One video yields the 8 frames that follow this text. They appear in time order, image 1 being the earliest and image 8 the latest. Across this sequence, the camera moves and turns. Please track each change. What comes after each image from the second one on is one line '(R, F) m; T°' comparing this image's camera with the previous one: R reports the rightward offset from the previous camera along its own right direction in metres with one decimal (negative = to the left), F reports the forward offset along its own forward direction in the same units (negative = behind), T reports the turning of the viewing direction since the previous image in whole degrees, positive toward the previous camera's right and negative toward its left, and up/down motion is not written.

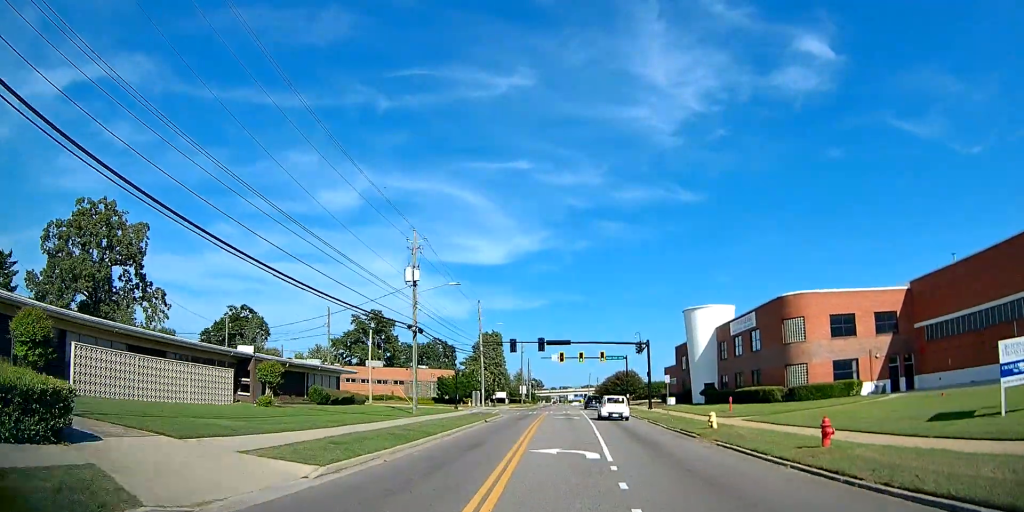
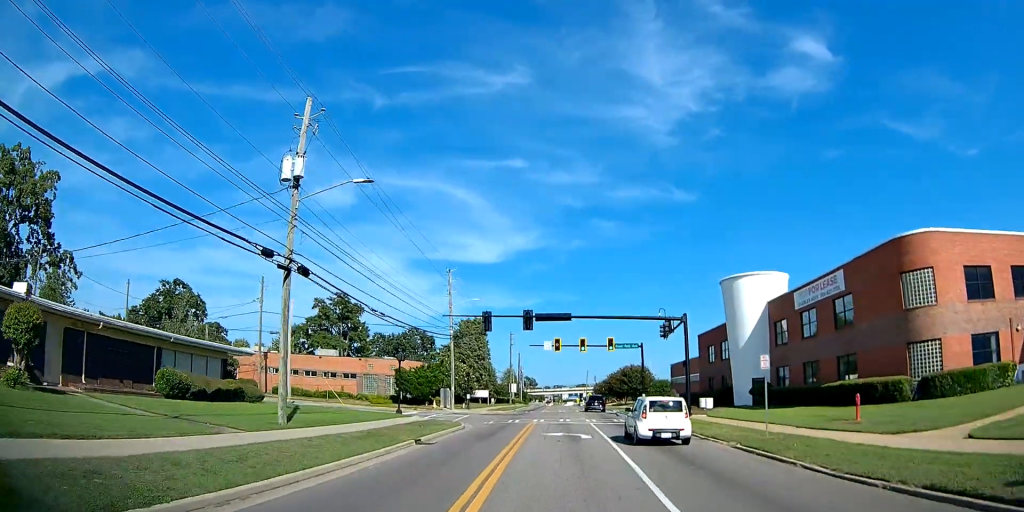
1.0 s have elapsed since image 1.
(+0.2, +17.0) m; 0°
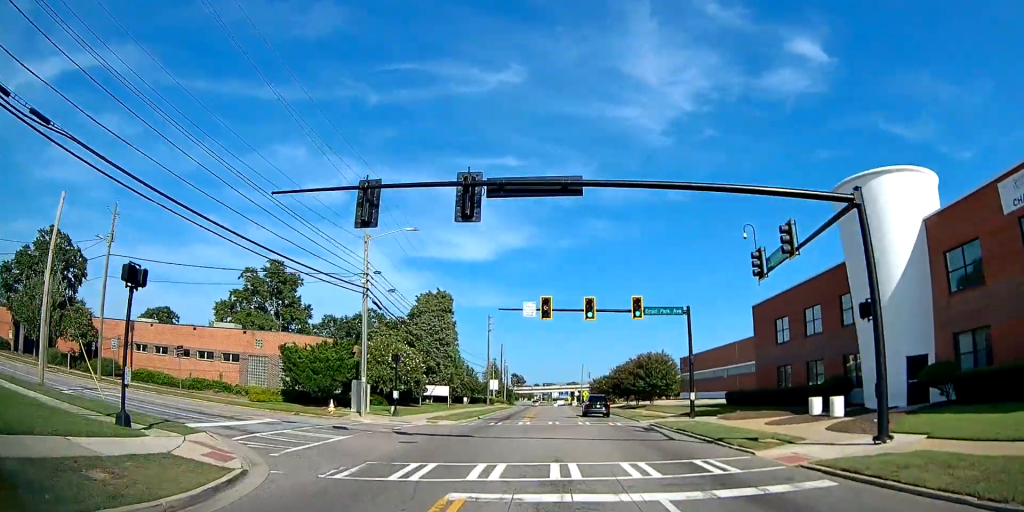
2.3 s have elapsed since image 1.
(-0.2, +23.5) m; 0°
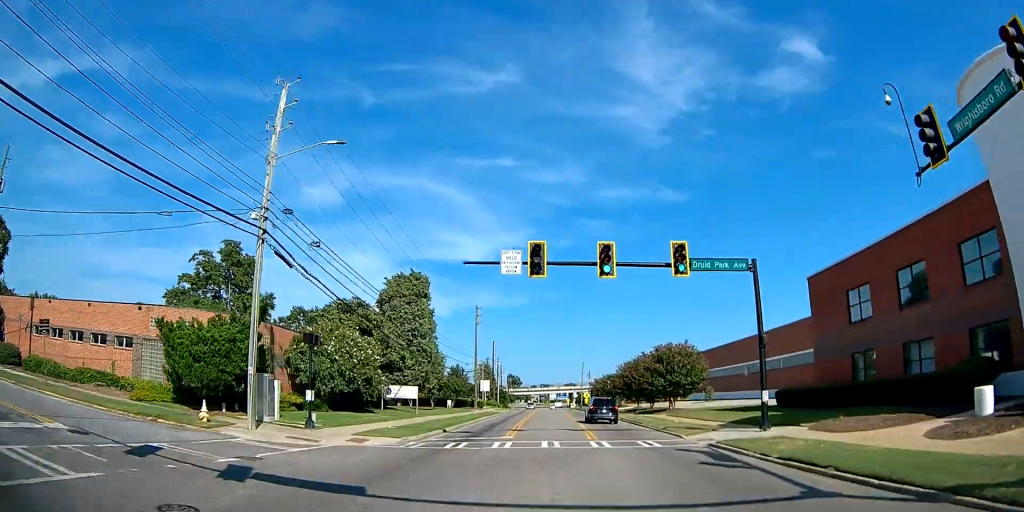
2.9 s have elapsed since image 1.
(0.0, +12.1) m; 0°
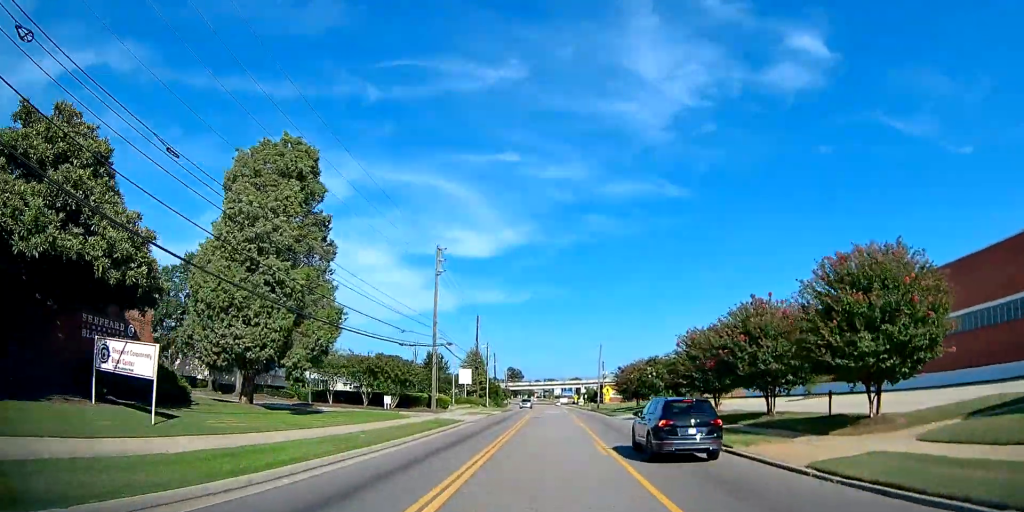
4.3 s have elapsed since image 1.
(+0.3, +31.0) m; +1°
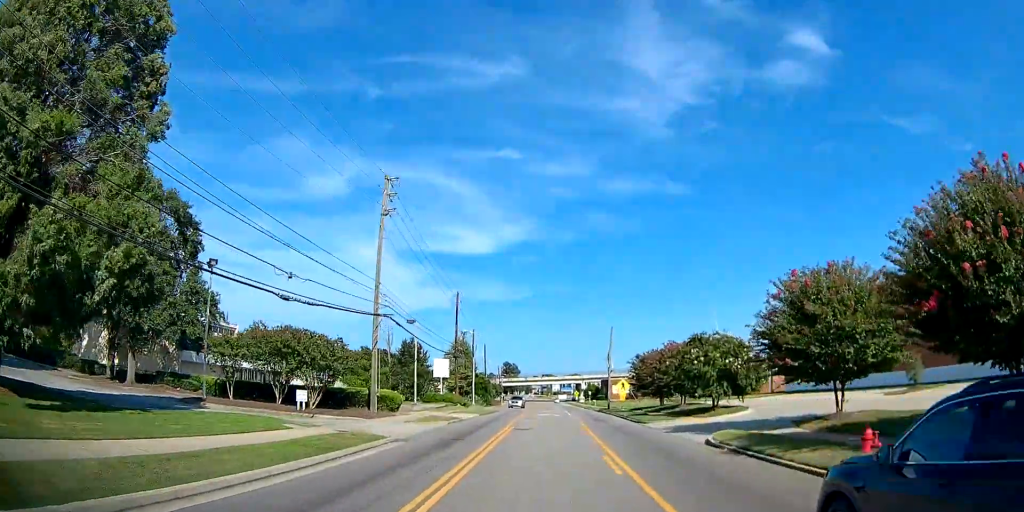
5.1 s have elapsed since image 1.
(0.0, +16.3) m; 0°
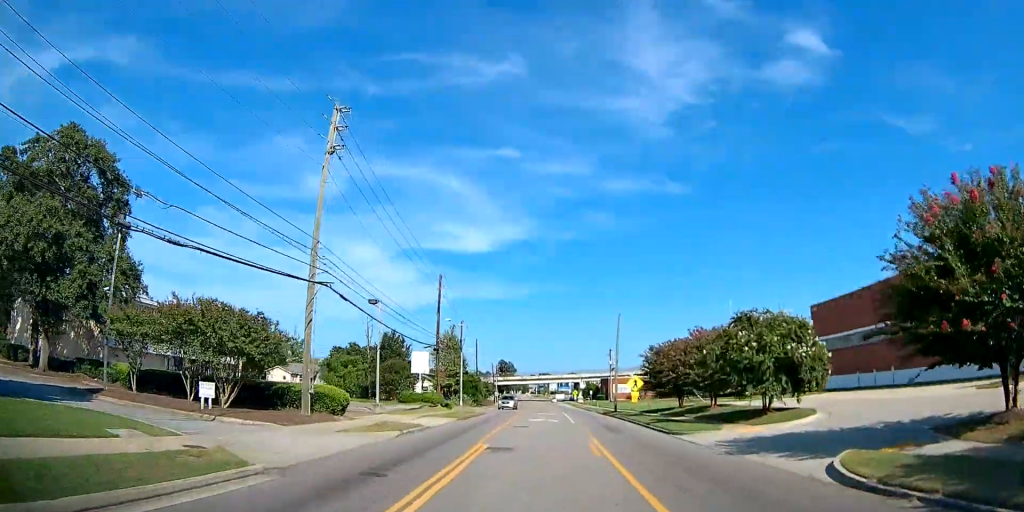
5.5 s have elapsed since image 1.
(0.0, +9.3) m; 0°
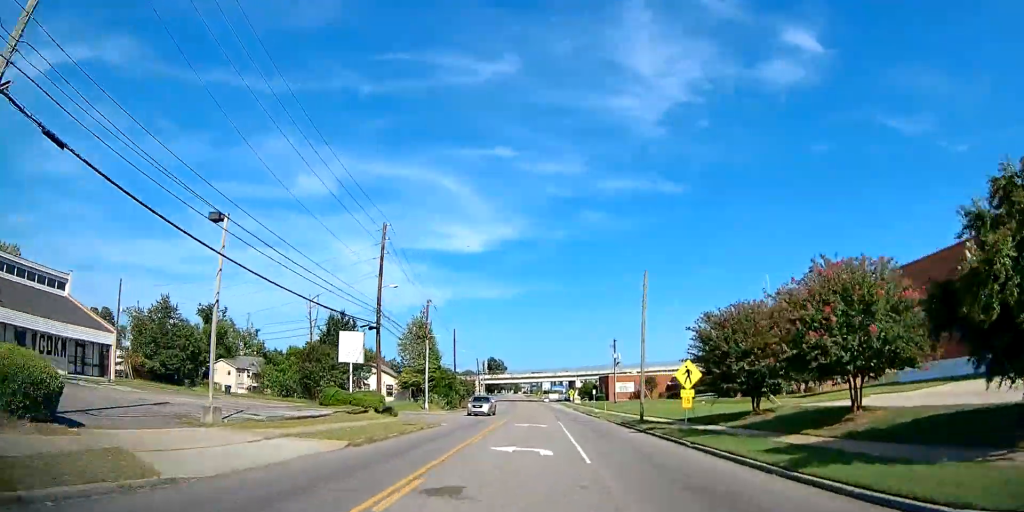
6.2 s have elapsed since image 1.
(0.0, +17.9) m; 0°
